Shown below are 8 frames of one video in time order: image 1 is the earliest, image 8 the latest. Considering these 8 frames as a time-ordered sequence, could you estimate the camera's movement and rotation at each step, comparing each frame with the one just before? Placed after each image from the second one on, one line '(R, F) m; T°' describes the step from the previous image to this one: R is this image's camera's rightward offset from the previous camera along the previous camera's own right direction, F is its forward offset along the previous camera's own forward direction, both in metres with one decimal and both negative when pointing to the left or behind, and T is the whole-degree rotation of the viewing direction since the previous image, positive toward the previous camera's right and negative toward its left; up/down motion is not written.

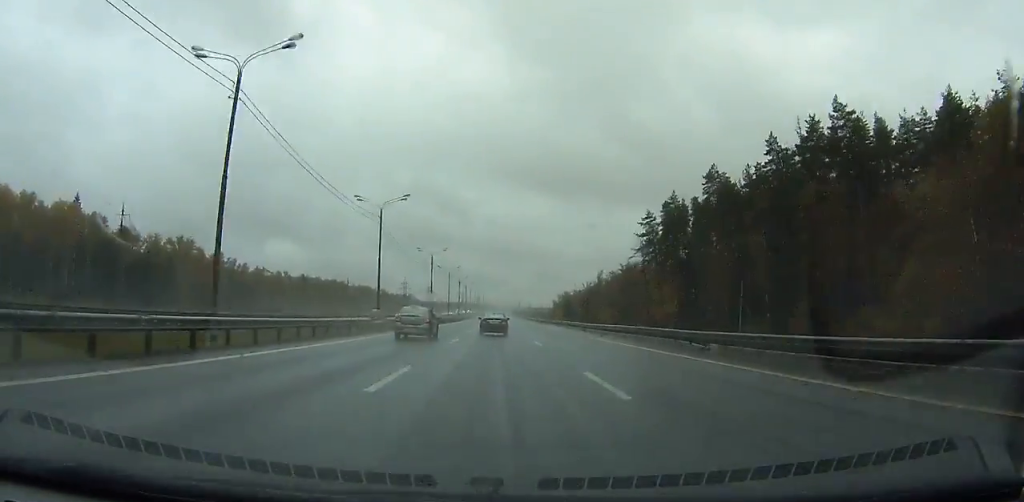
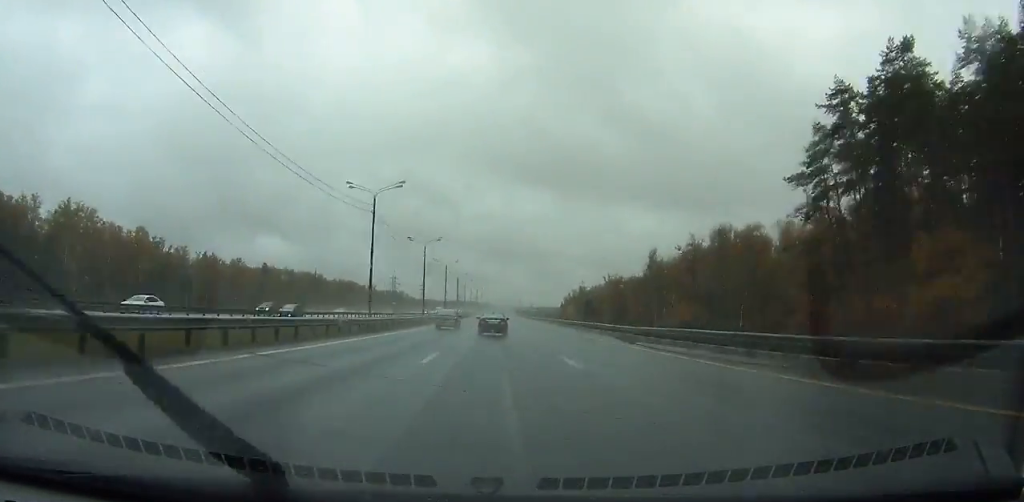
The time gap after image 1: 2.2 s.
(0.0, +59.2) m; 0°
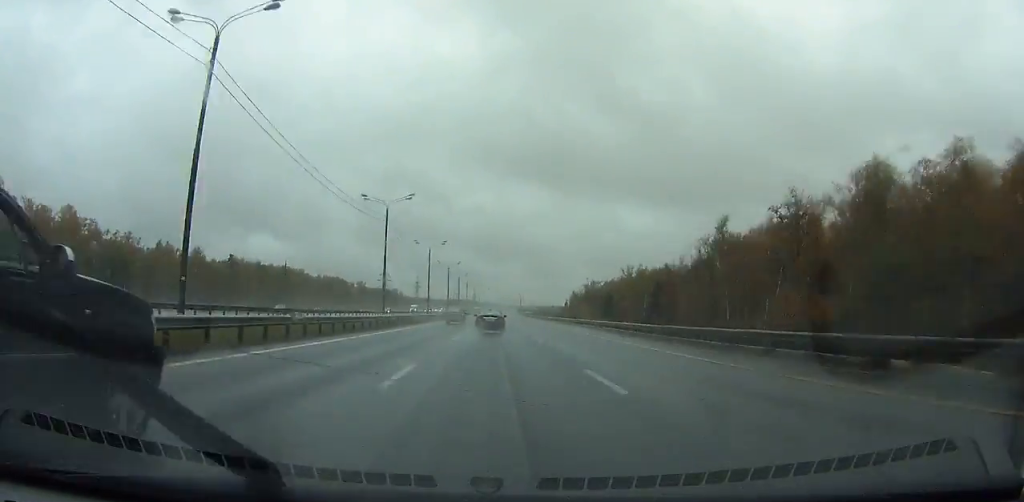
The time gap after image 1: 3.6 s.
(0.0, +37.5) m; 0°
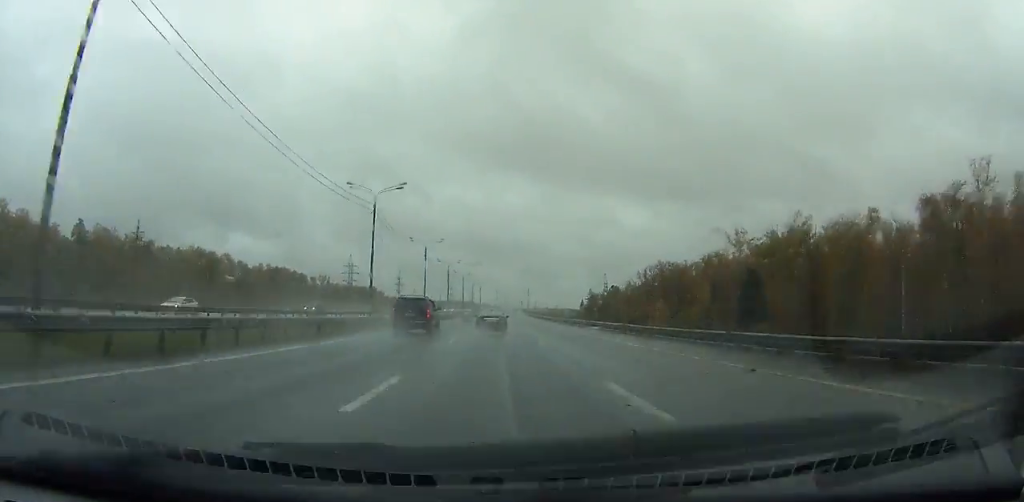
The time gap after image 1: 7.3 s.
(+0.1, +102.6) m; 0°
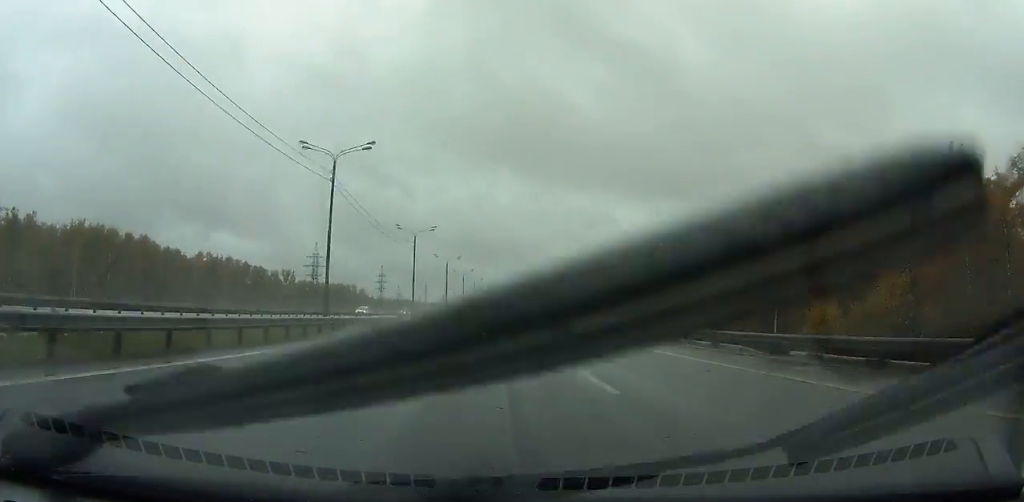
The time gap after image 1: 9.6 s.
(0.0, +63.3) m; 0°
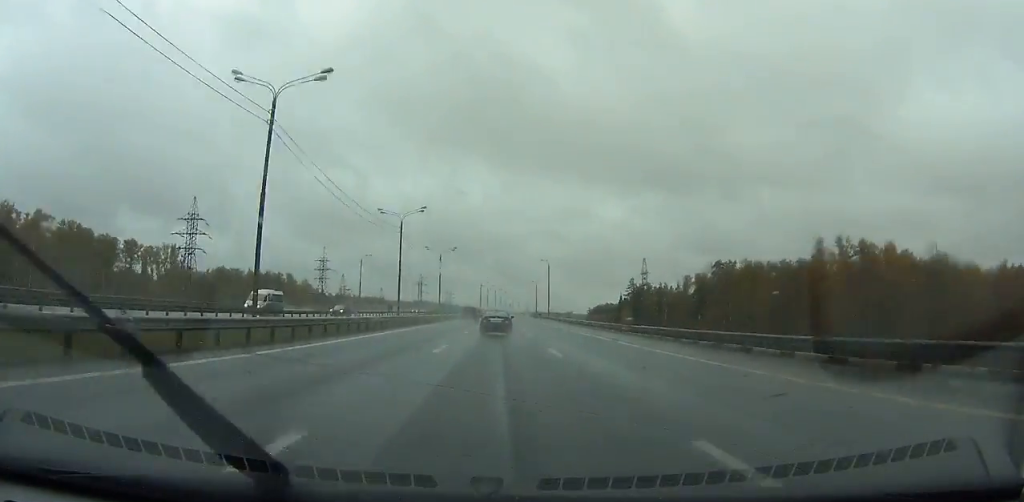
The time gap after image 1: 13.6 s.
(+0.8, +106.7) m; +1°
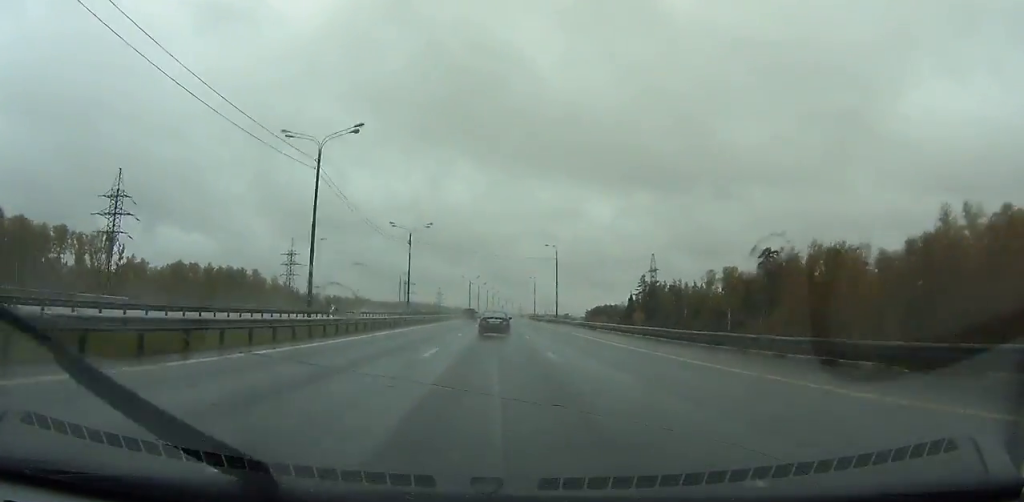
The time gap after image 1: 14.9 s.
(+0.1, +33.9) m; +1°
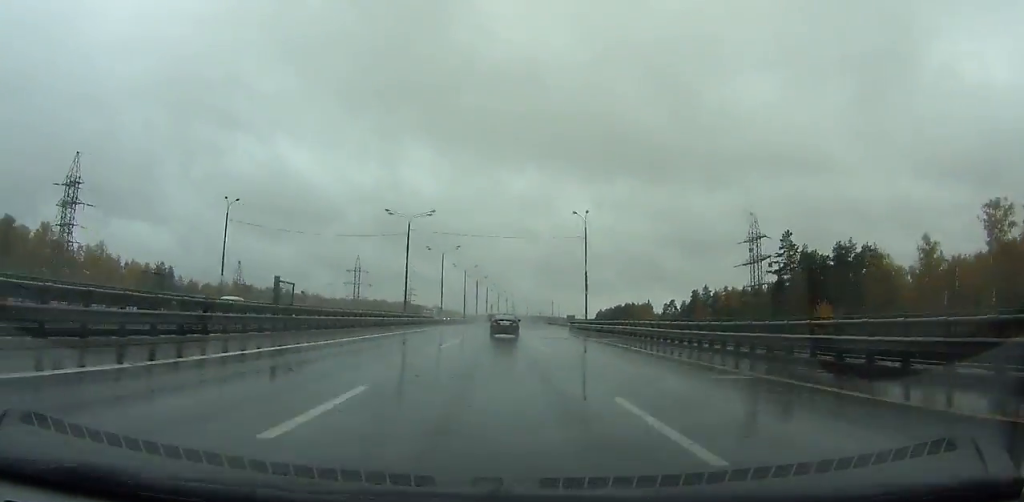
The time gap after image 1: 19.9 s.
(+2.3, +127.2) m; +2°
